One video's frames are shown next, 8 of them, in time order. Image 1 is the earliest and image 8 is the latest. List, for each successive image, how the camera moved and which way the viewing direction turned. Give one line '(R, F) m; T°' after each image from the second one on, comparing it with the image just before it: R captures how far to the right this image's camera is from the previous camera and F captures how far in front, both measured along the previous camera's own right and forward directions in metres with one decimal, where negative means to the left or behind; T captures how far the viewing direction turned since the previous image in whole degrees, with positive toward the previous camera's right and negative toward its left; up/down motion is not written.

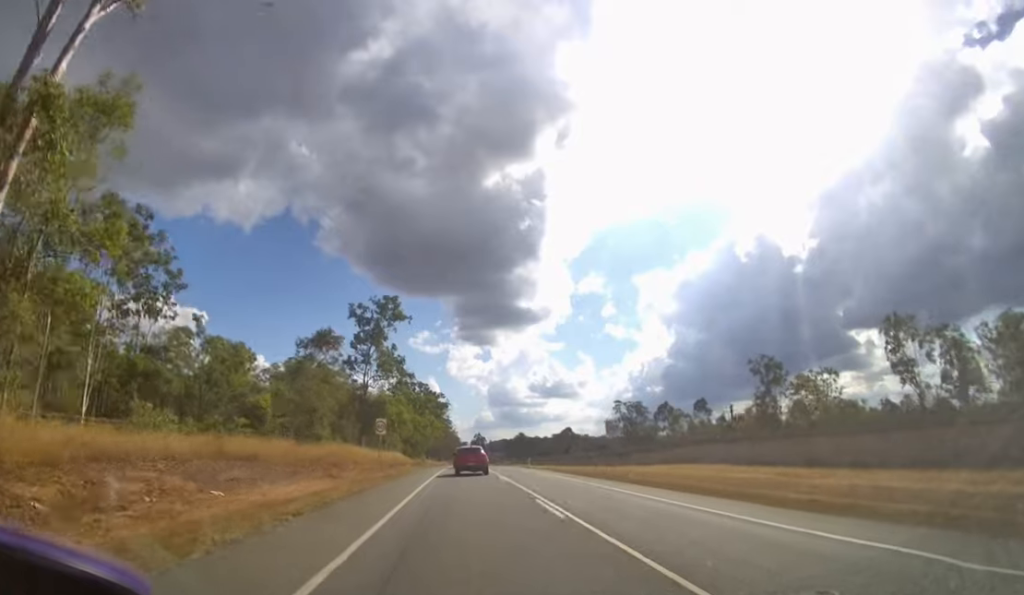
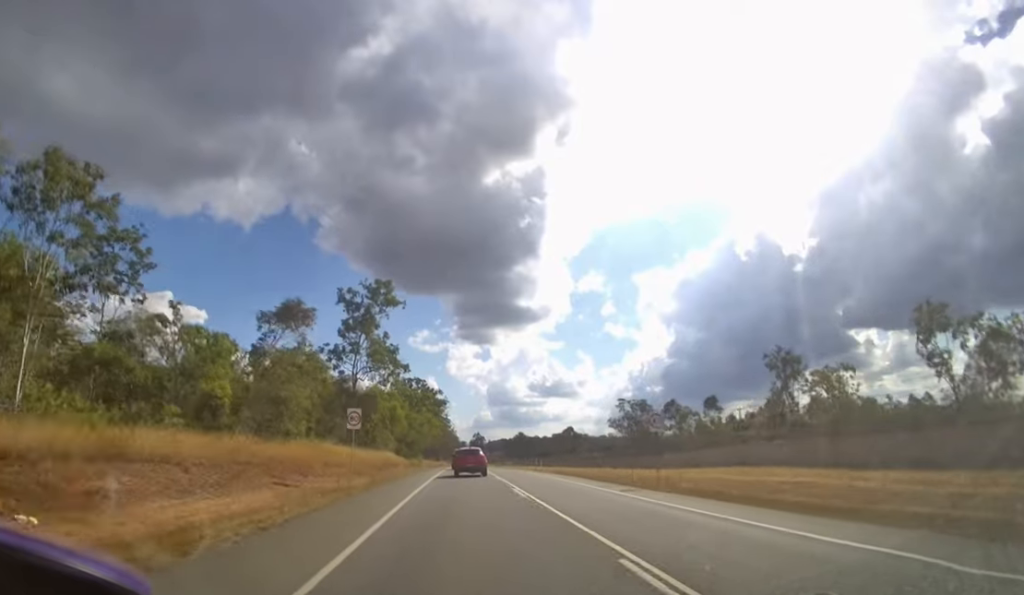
(0.0, +5.7) m; 0°
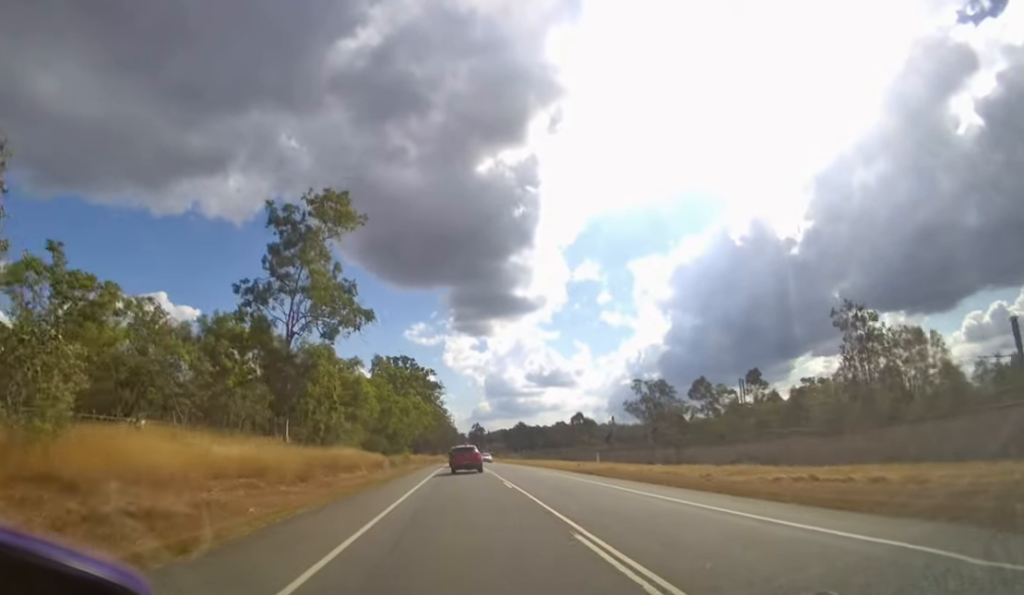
(0.0, +18.7) m; 0°
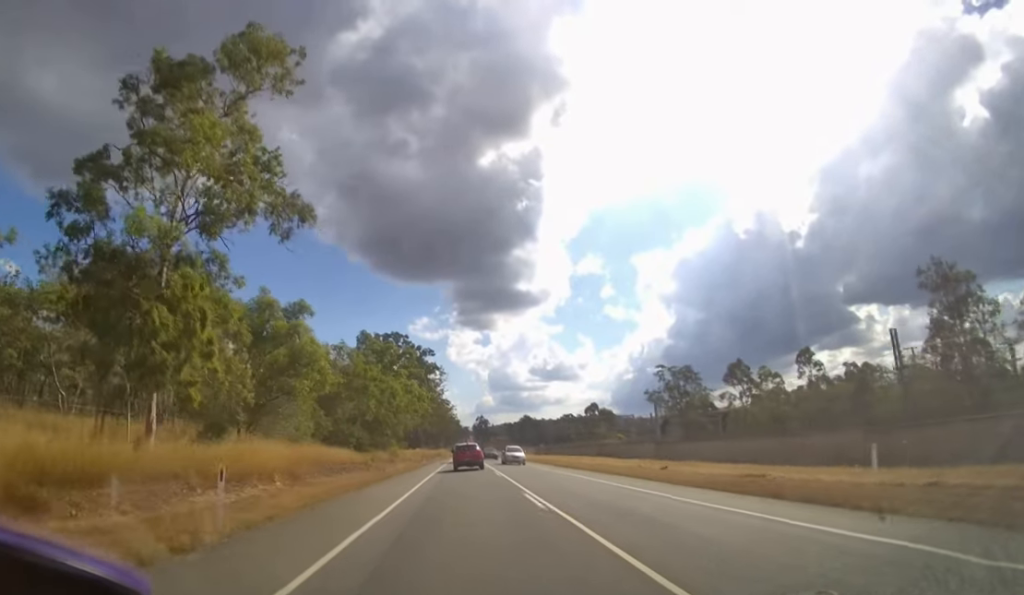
(0.0, +16.8) m; 0°
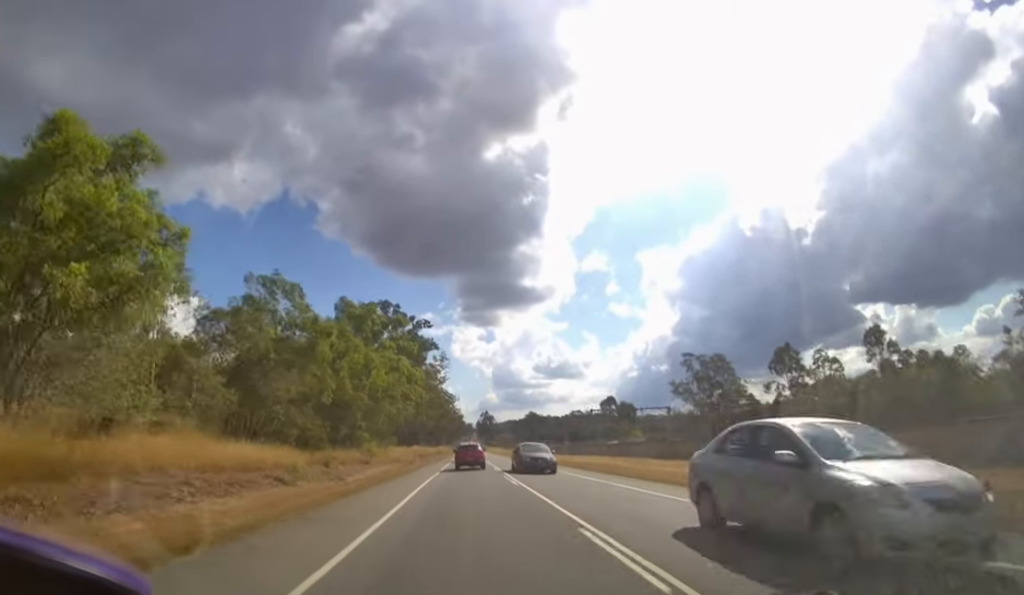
(0.0, +18.2) m; 0°
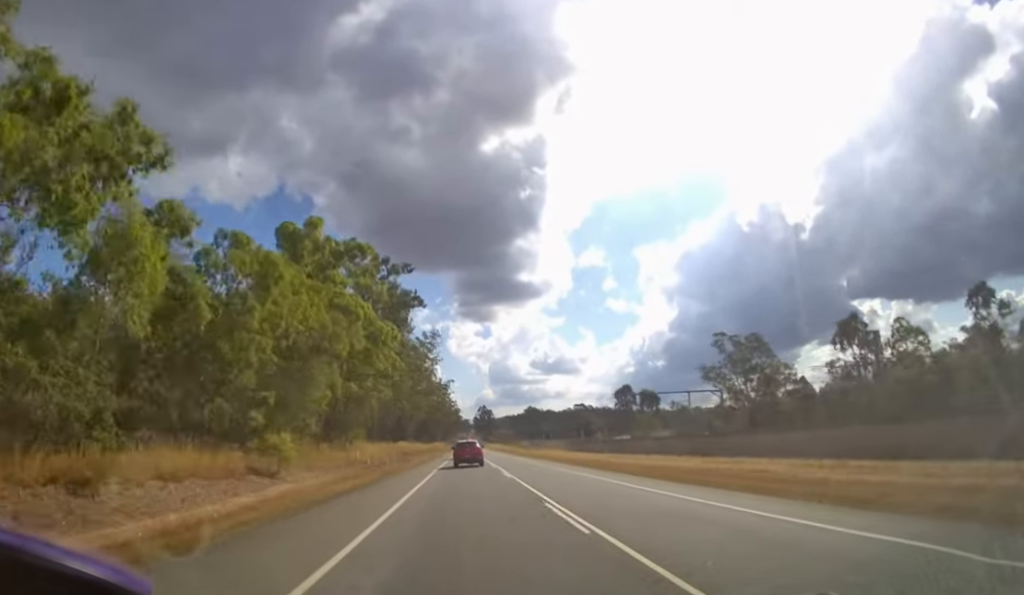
(0.0, +24.0) m; 0°
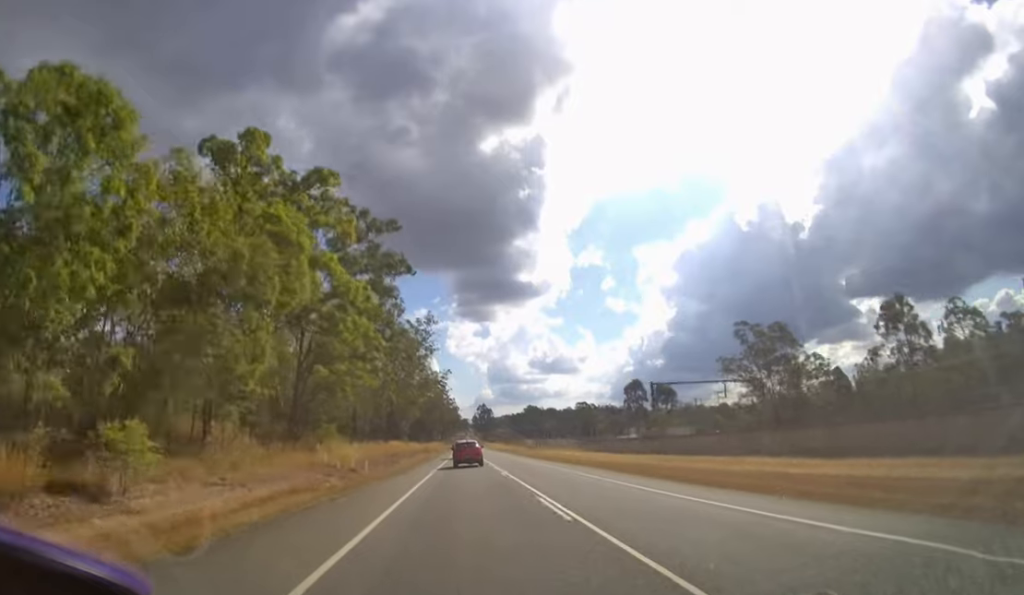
(0.0, +11.5) m; 0°
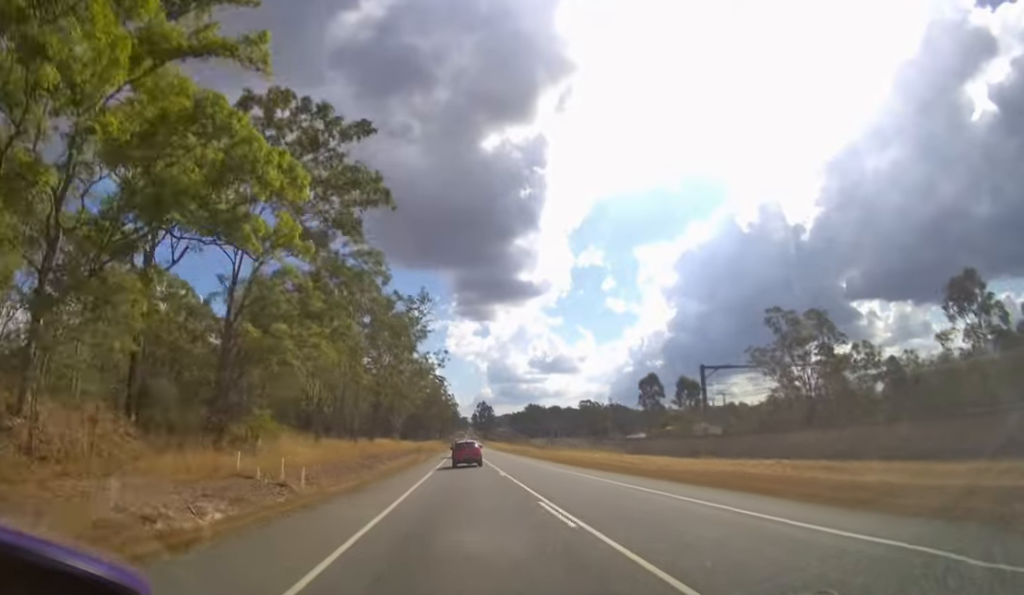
(0.0, +14.5) m; 0°
